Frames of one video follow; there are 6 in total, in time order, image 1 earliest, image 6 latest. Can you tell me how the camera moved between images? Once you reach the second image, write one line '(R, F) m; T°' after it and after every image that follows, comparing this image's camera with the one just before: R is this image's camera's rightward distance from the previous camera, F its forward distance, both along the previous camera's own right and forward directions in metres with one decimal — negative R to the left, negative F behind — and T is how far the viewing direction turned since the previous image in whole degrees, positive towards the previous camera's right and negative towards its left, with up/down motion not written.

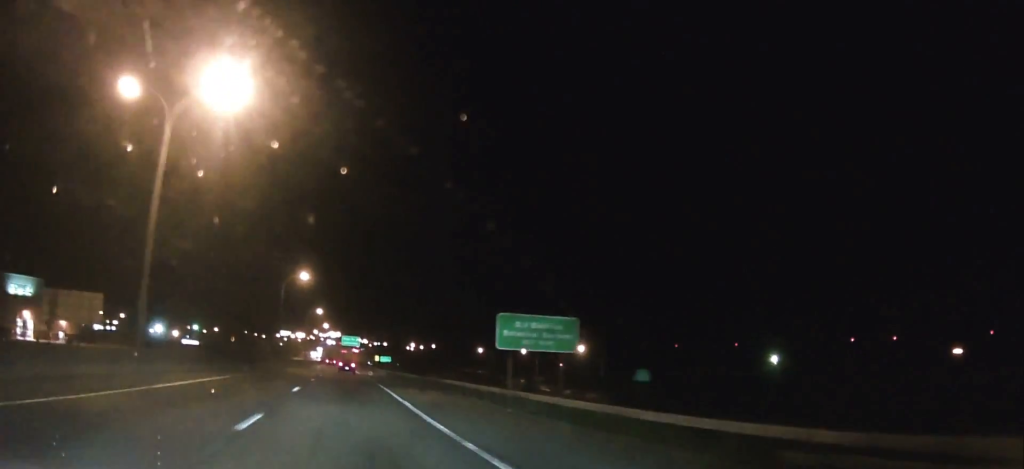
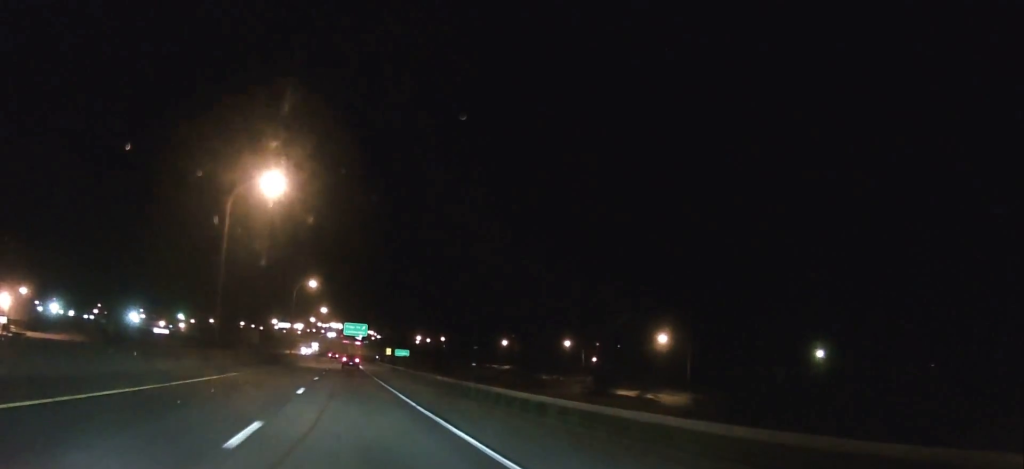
(0.0, +38.7) m; 0°
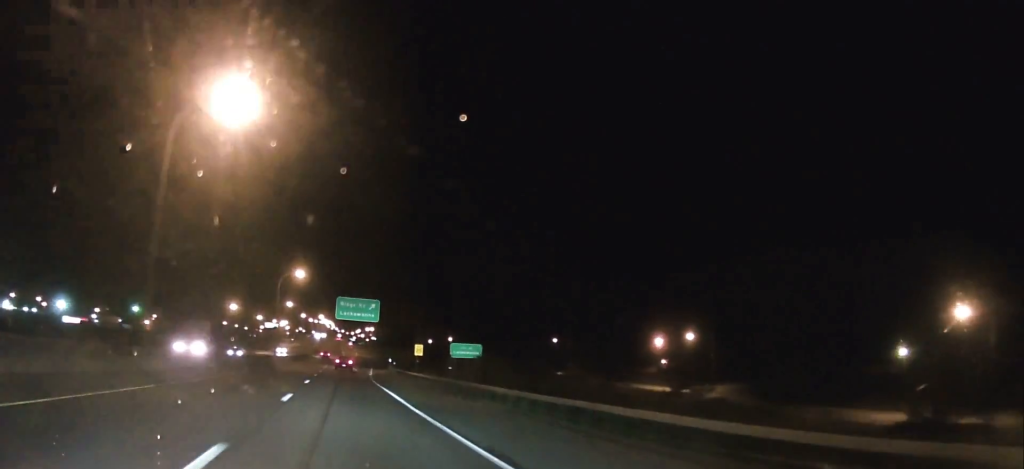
(-0.1, +64.1) m; +1°
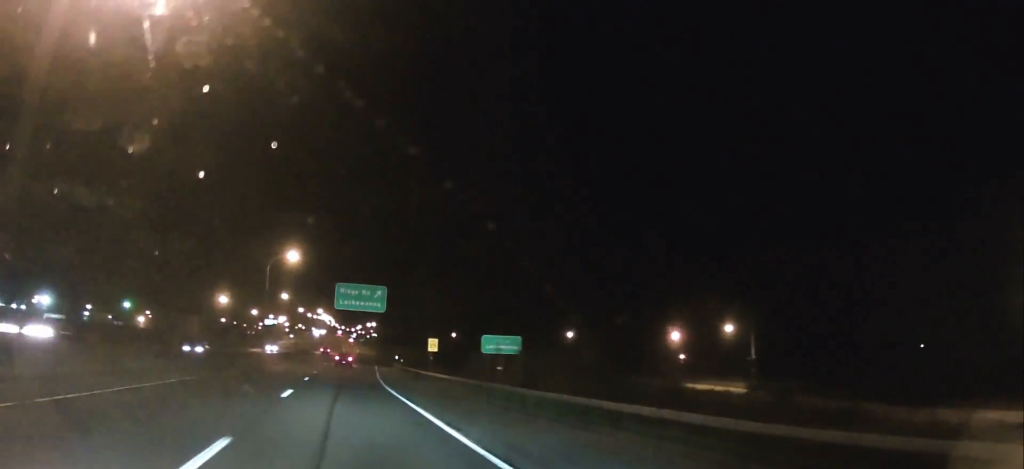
(-0.1, +11.5) m; 0°
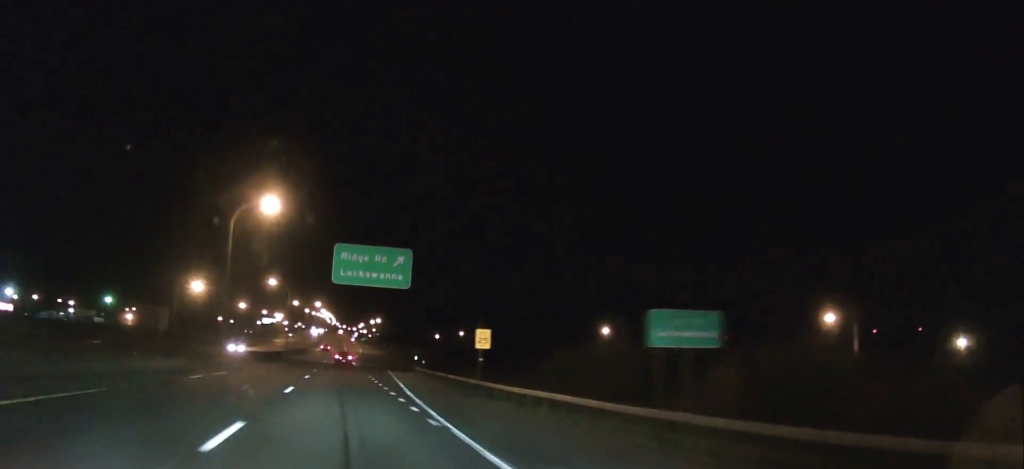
(-0.1, +22.3) m; 0°
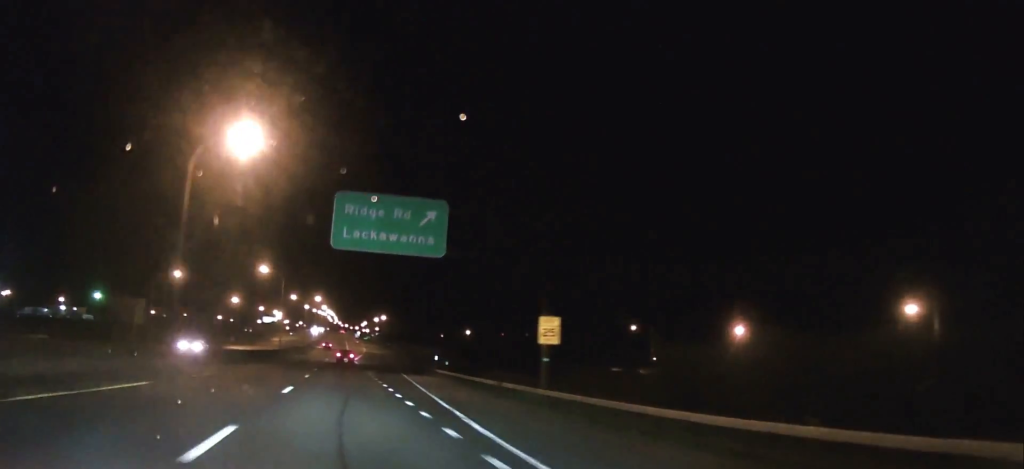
(0.0, +13.1) m; 0°
